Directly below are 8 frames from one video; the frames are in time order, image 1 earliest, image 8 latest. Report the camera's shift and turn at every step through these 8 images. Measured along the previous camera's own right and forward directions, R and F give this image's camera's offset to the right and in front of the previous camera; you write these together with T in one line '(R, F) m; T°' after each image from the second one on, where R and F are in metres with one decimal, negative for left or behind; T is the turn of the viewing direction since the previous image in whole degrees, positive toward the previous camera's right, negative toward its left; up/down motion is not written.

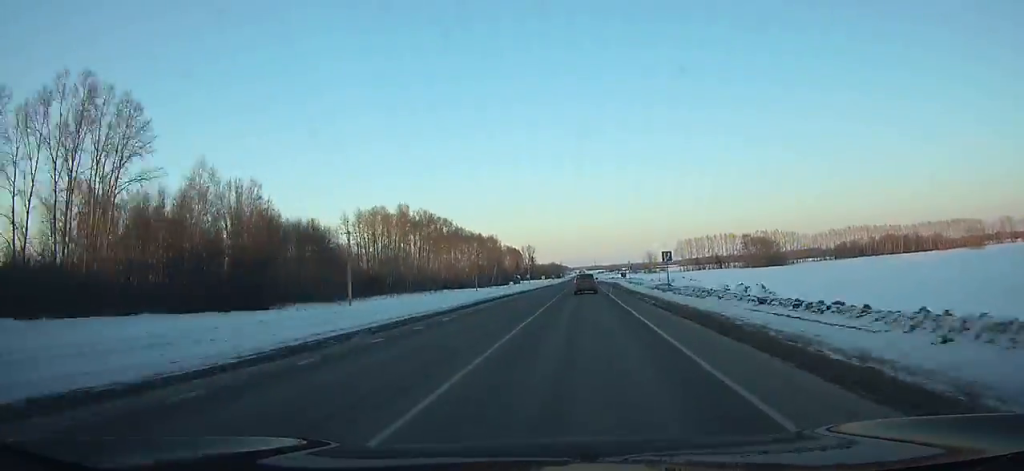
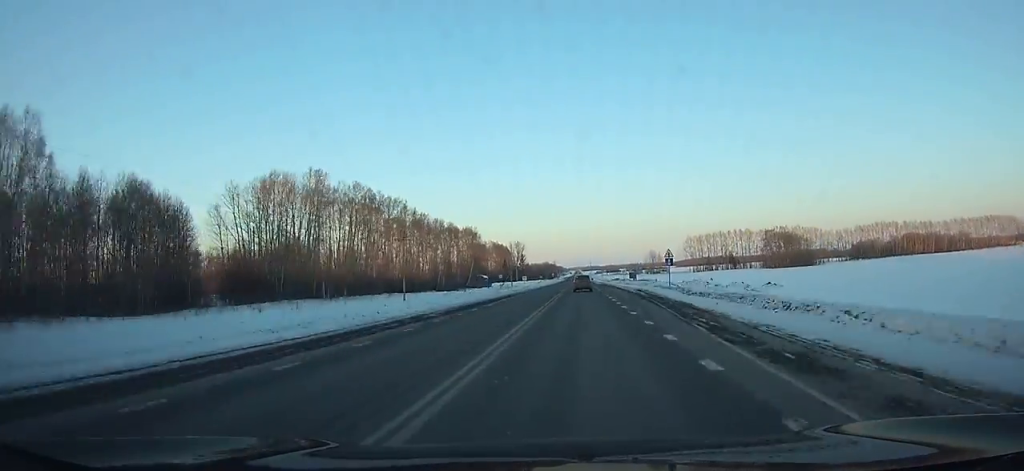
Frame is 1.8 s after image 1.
(0.0, +48.6) m; 0°
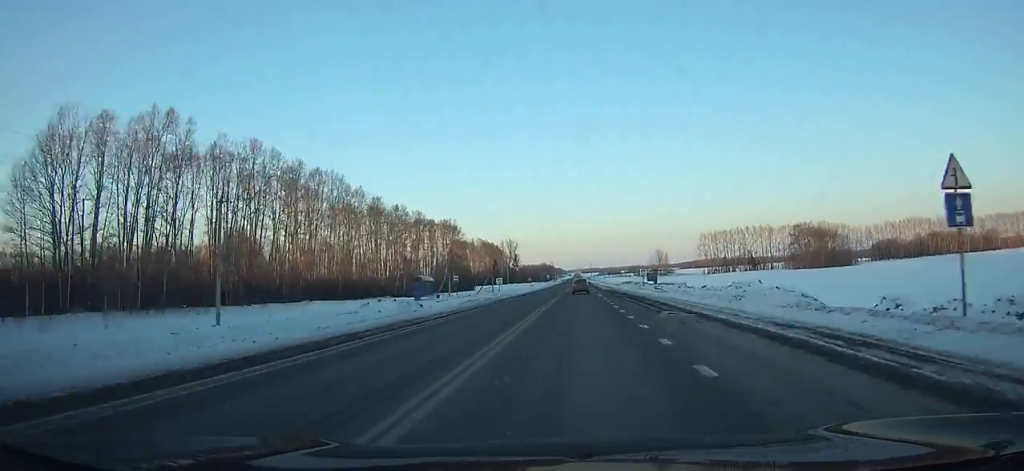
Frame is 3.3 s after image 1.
(0.0, +40.7) m; 0°
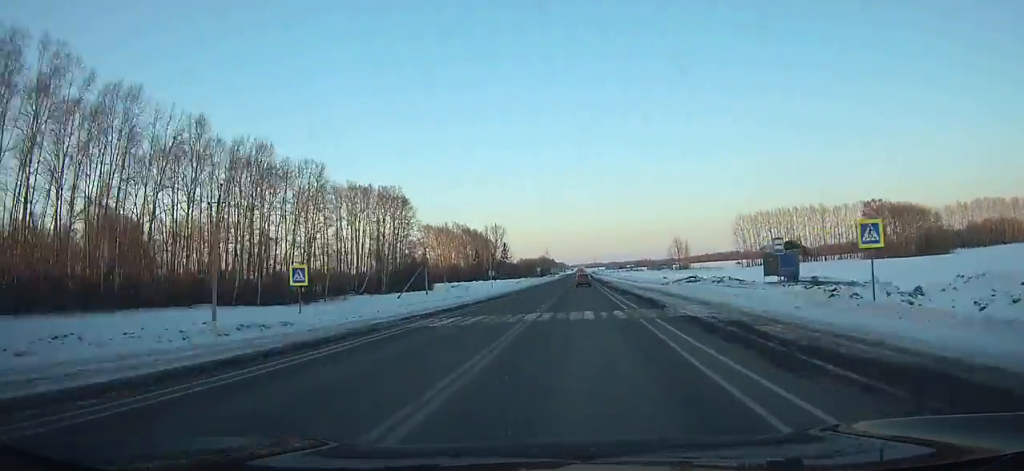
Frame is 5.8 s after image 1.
(-0.1, +67.8) m; 0°
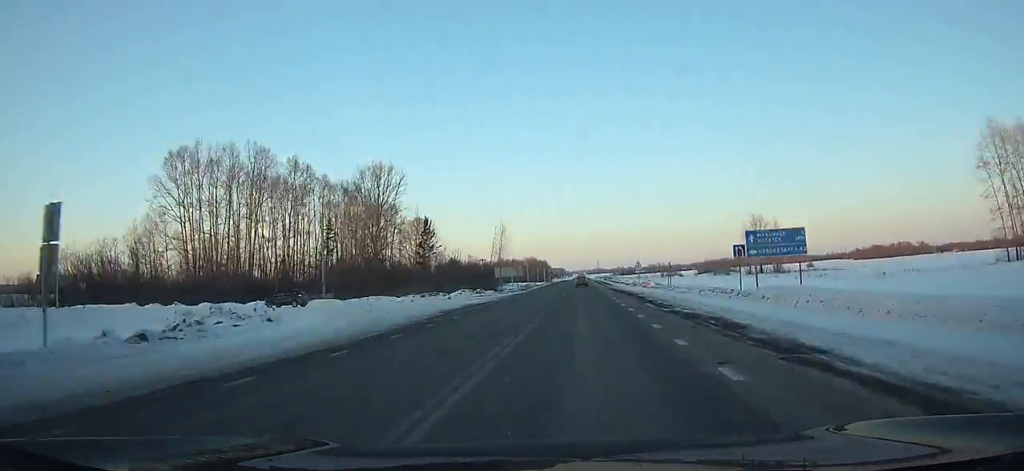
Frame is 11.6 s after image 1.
(-0.1, +156.7) m; 0°
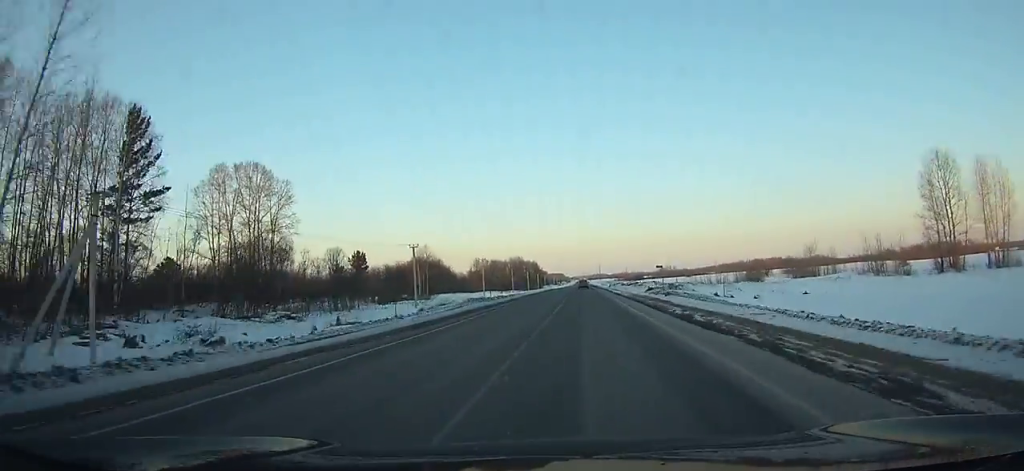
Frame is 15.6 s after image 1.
(+0.1, +106.8) m; 0°
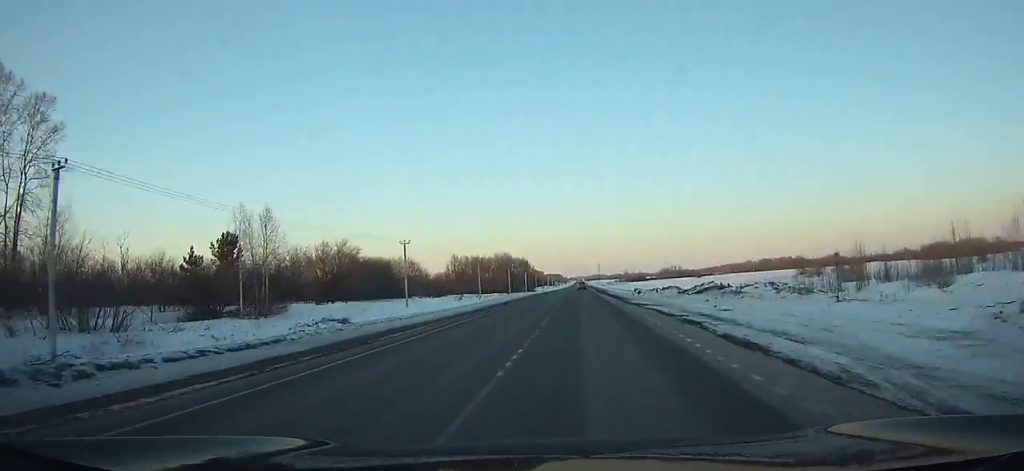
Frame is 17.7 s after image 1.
(0.0, +55.8) m; 0°
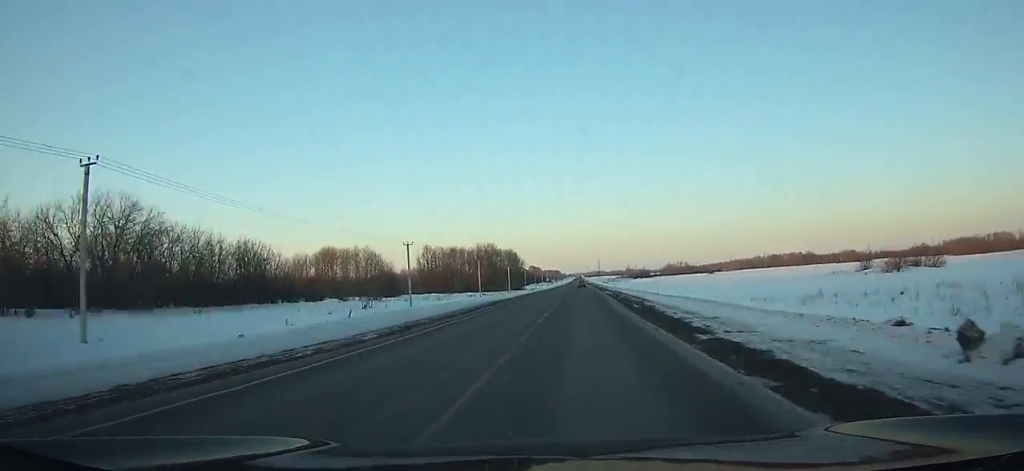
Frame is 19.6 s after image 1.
(0.0, +50.6) m; 0°
